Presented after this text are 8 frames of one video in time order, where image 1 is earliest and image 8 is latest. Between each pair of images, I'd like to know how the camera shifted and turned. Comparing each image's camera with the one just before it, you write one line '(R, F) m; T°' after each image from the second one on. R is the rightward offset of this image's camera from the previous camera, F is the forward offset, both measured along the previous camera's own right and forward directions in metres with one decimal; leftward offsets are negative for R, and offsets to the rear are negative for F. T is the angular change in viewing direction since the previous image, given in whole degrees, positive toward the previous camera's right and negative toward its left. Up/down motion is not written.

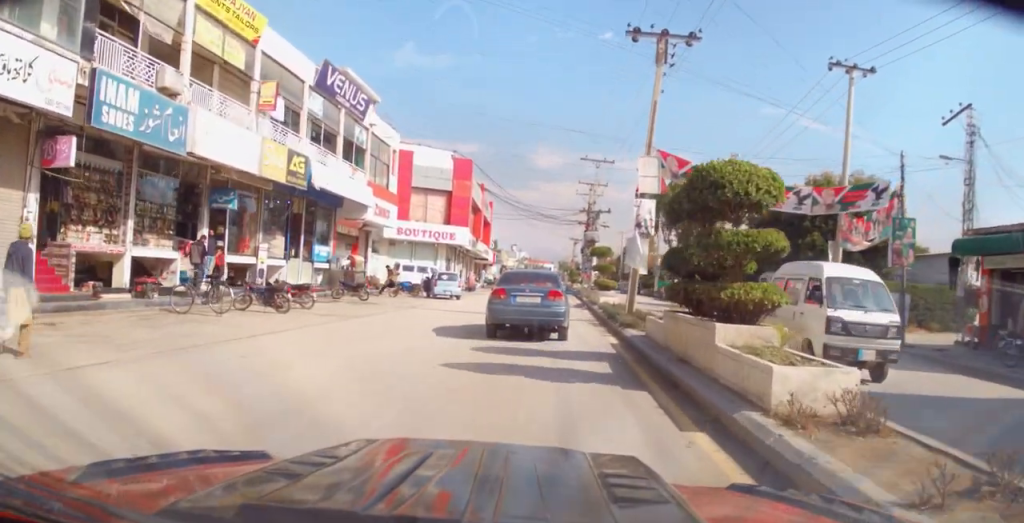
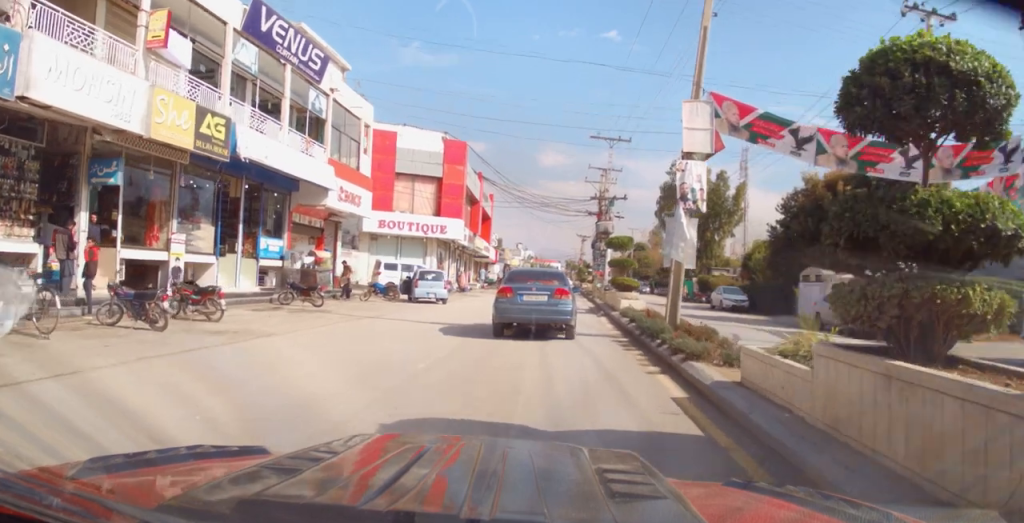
(-0.2, +5.9) m; -1°
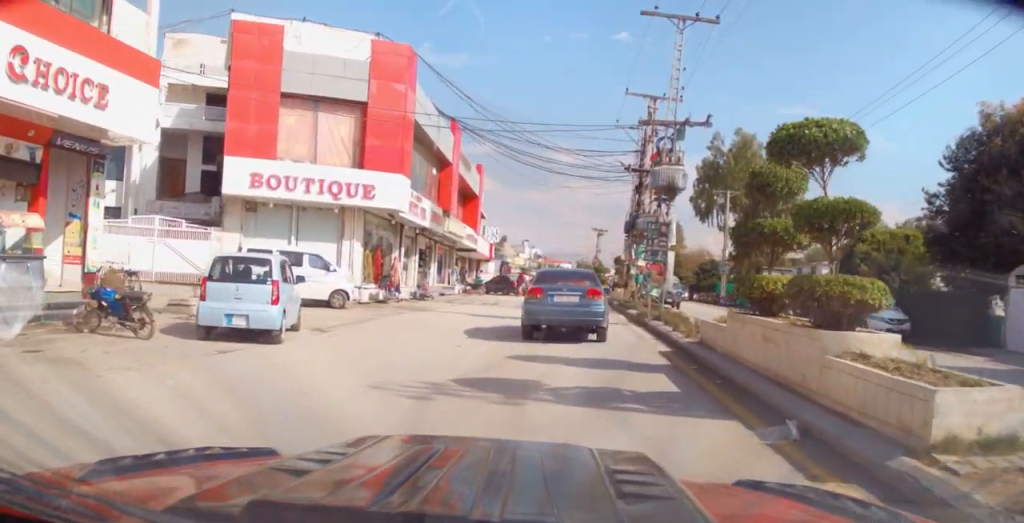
(+0.2, +17.9) m; +3°
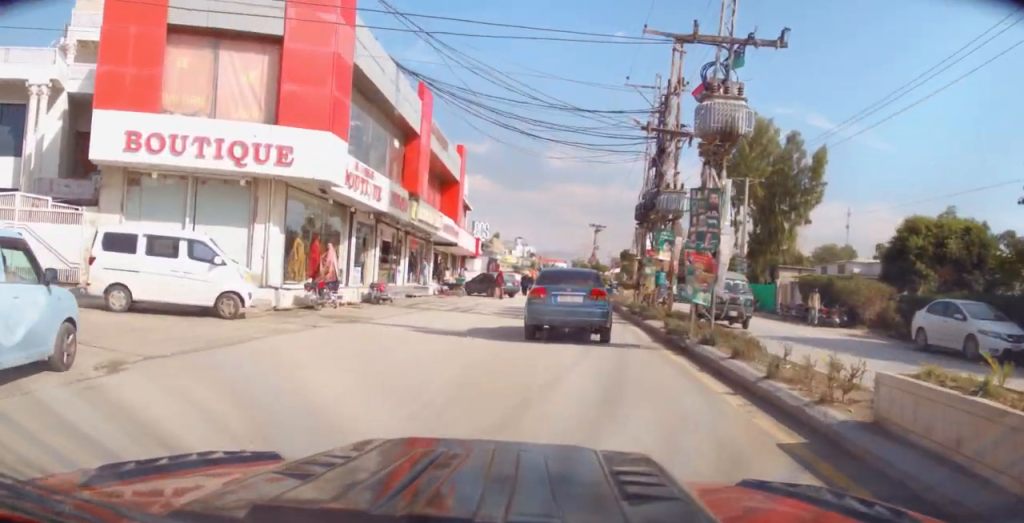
(+0.1, +6.5) m; 0°
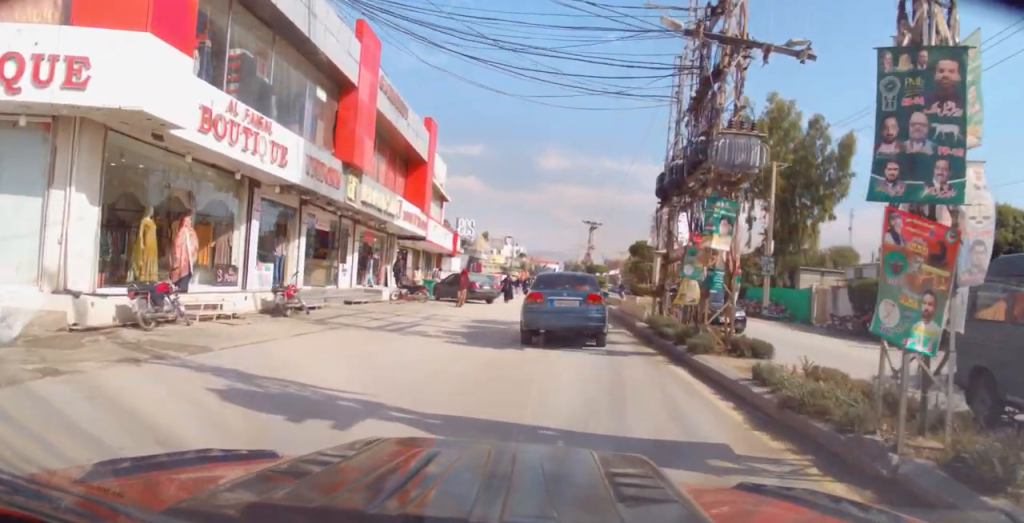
(+0.2, +7.6) m; -1°
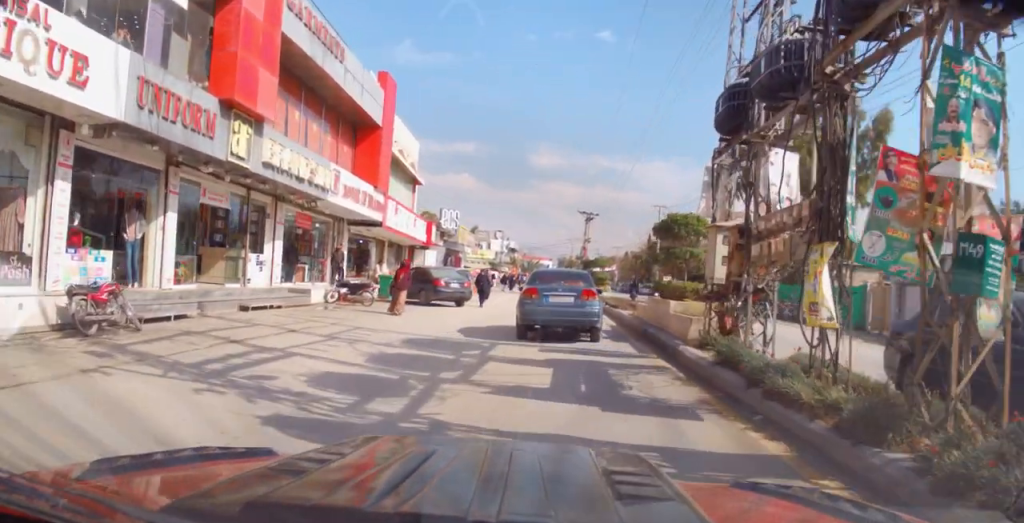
(-0.4, +7.7) m; -2°
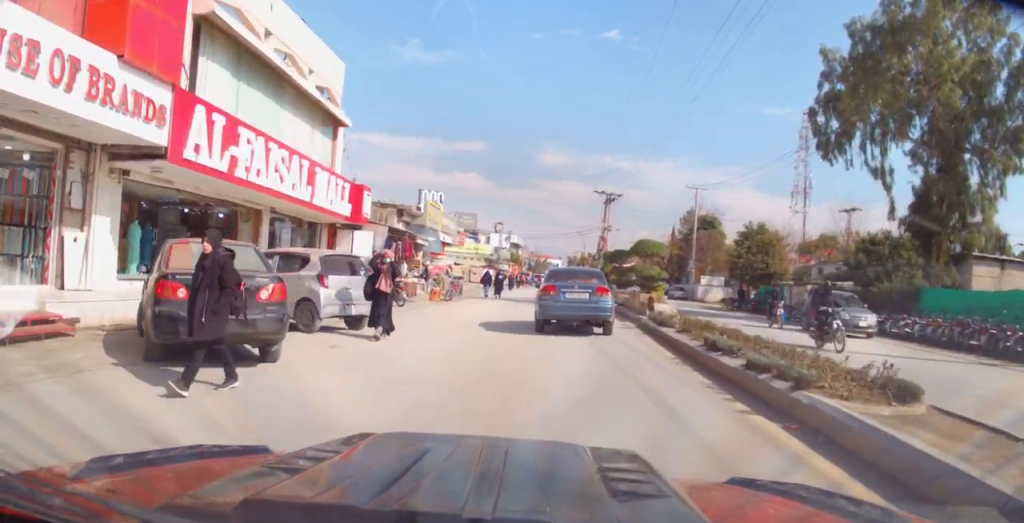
(+0.7, +17.0) m; +2°
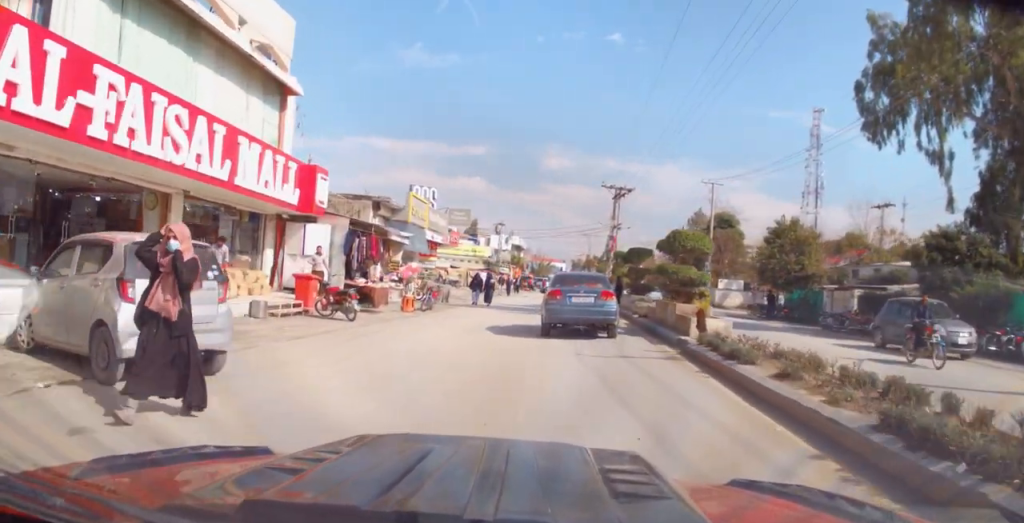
(-0.1, +5.6) m; 0°
